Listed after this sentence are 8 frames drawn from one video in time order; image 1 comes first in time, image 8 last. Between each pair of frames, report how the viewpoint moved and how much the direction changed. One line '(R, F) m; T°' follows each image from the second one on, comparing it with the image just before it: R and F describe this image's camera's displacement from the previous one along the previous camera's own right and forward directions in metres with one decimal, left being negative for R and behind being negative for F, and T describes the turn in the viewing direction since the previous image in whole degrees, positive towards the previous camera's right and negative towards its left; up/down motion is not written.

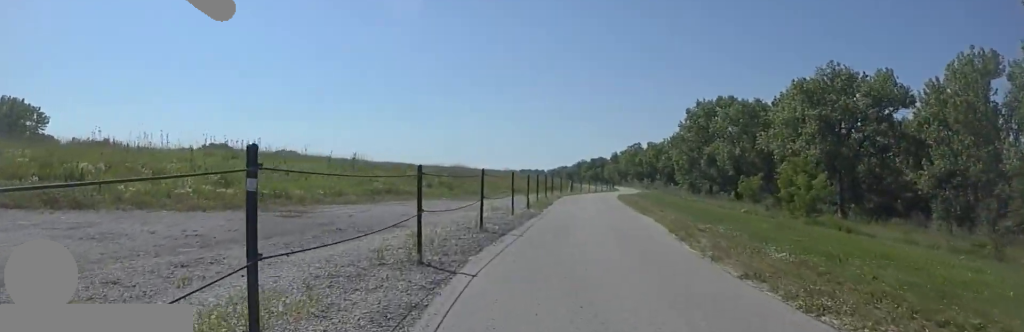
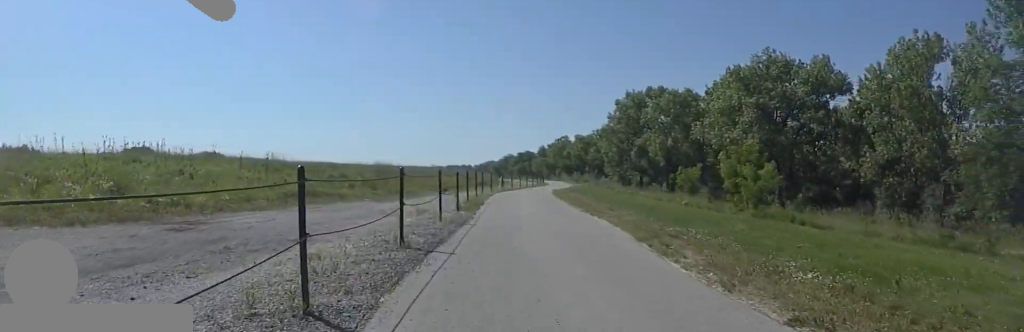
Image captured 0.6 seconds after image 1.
(-0.2, +4.2) m; -2°
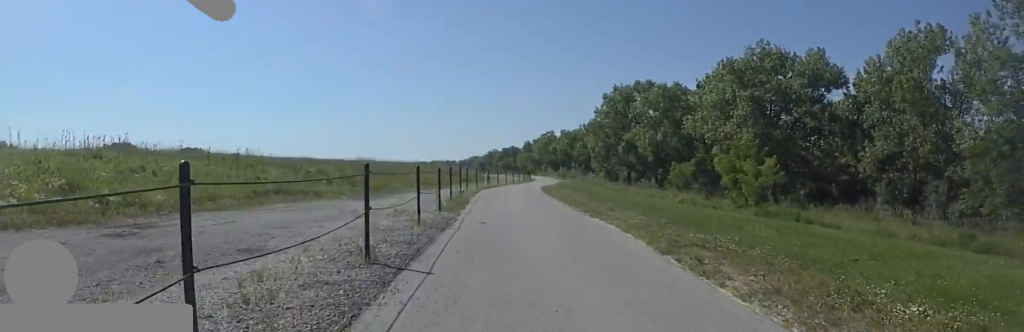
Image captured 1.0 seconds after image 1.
(-0.2, +3.0) m; +2°
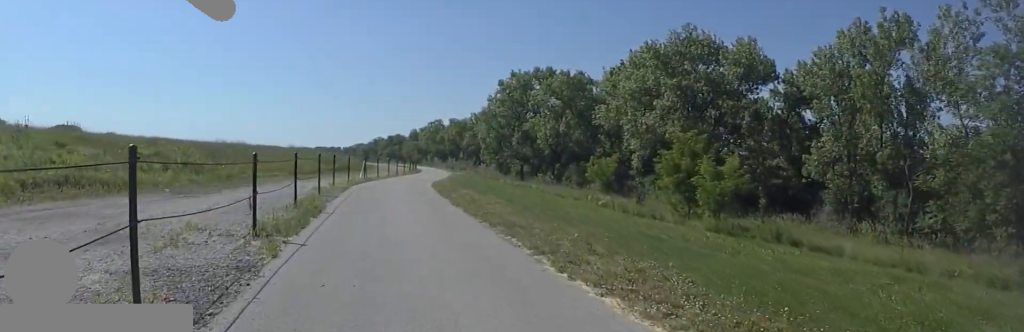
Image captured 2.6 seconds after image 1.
(+0.8, +11.1) m; 0°
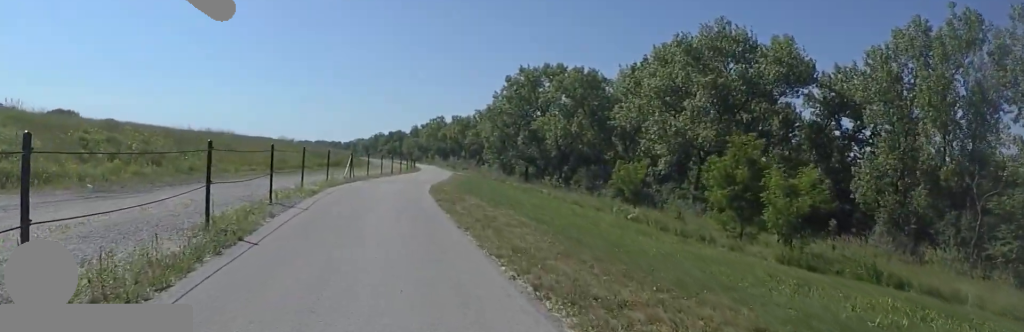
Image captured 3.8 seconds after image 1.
(-0.8, +7.0) m; -8°
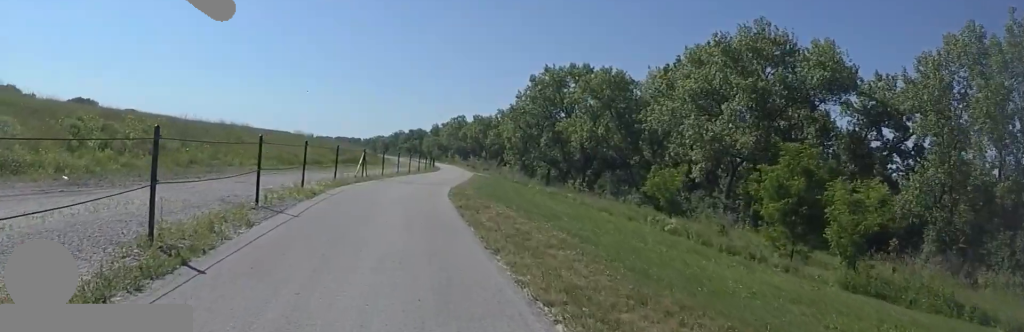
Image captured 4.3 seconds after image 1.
(0.0, +3.1) m; -2°
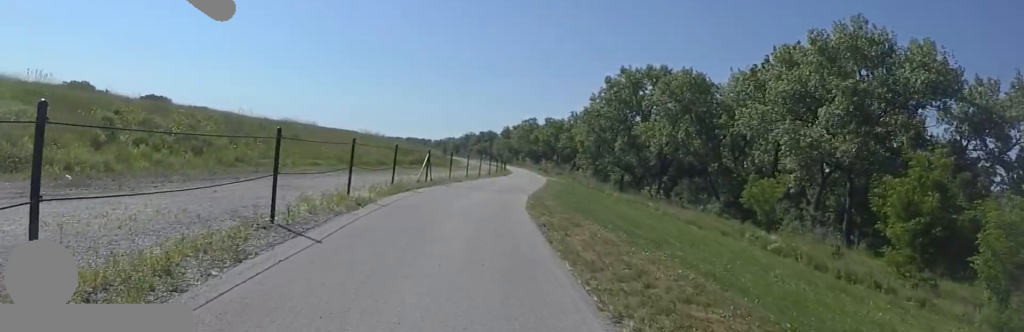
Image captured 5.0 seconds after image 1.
(-0.1, +4.4) m; -5°
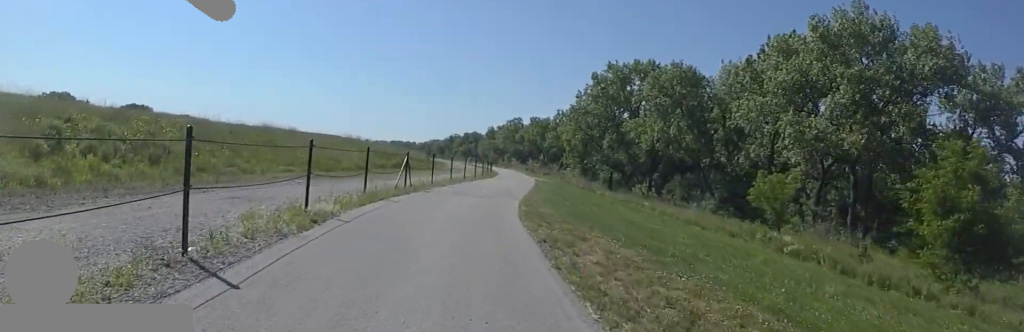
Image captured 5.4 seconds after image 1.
(0.0, +3.2) m; -3°
